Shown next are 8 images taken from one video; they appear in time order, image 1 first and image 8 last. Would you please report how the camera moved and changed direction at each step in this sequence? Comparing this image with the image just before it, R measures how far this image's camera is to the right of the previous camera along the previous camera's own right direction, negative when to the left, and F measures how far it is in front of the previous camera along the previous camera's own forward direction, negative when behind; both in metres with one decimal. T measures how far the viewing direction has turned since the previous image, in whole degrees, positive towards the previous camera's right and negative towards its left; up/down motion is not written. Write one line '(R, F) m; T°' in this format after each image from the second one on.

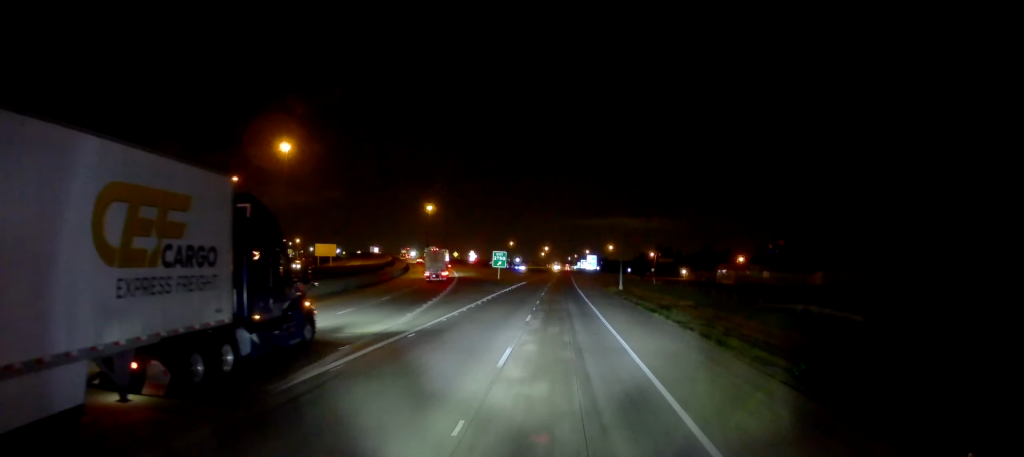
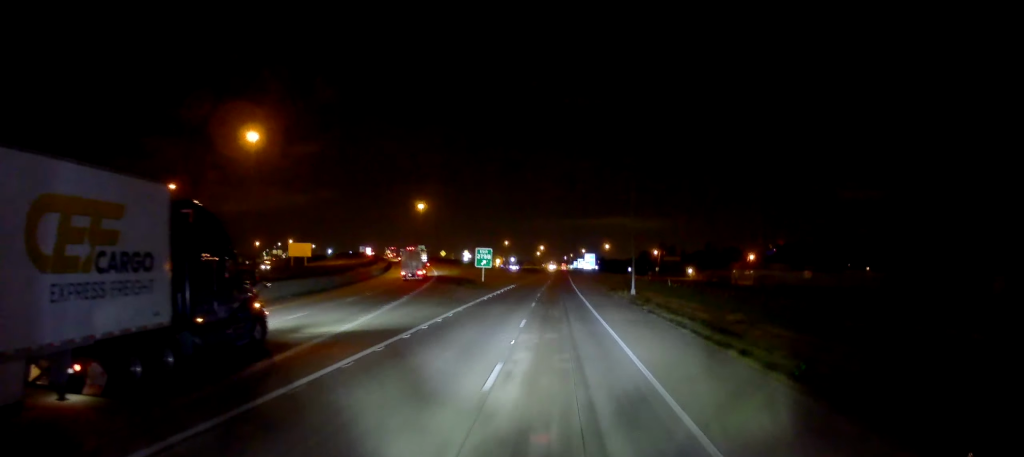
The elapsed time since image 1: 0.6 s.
(-0.2, +14.3) m; +1°
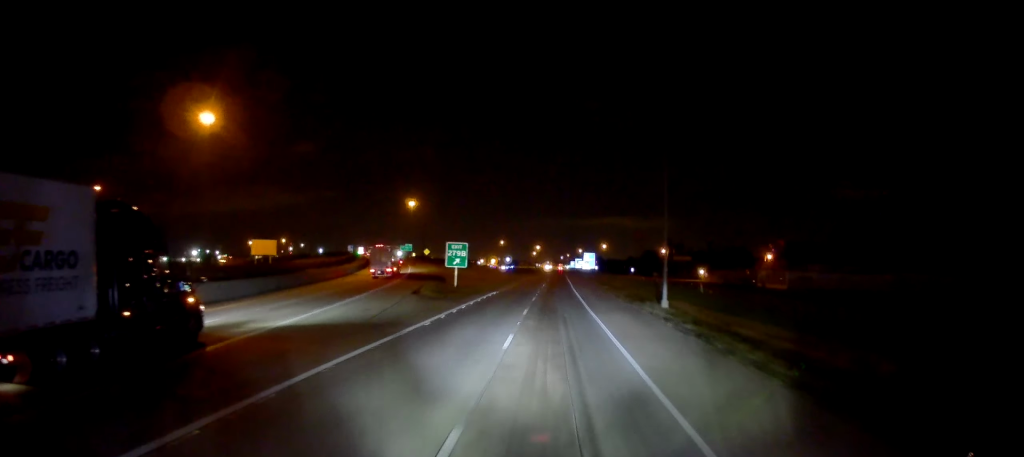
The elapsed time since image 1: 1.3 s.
(+0.6, +18.2) m; -1°
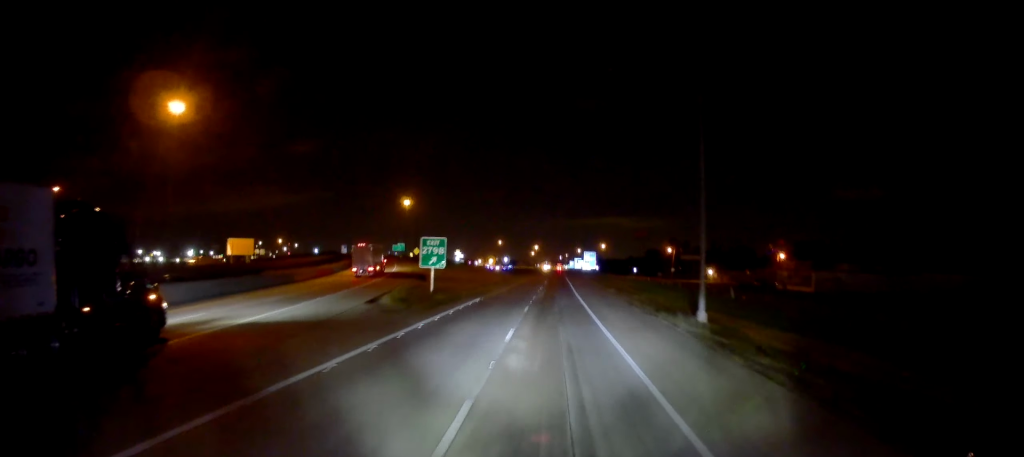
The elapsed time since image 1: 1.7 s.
(+0.3, +10.7) m; -1°
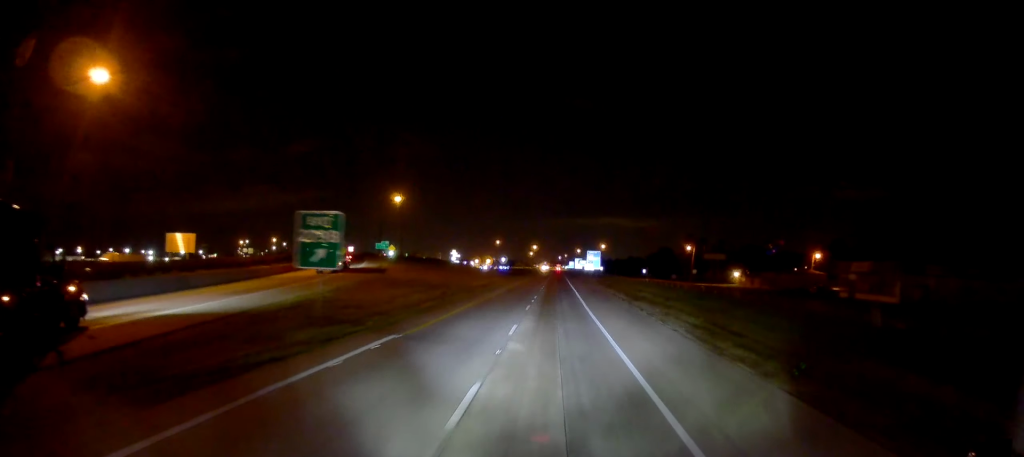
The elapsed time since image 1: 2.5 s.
(-1.1, +22.3) m; -2°
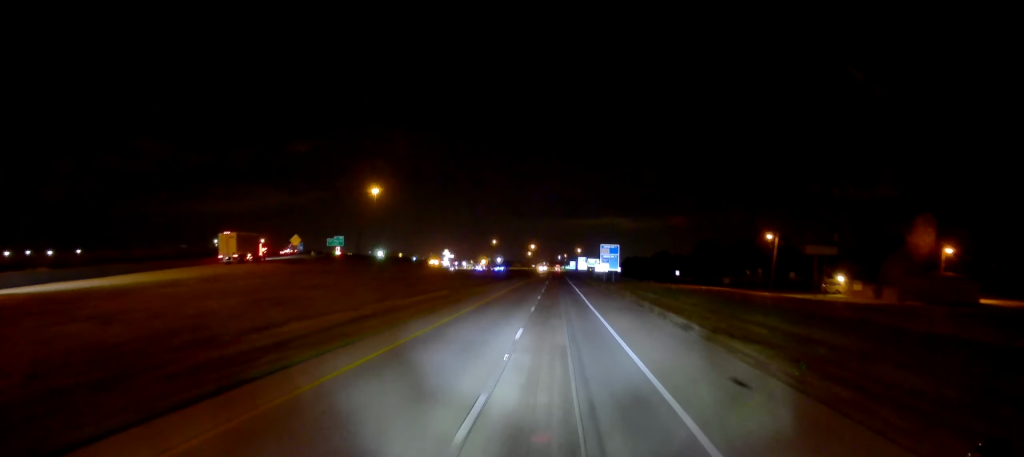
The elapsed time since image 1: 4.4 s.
(+1.0, +50.0) m; 0°
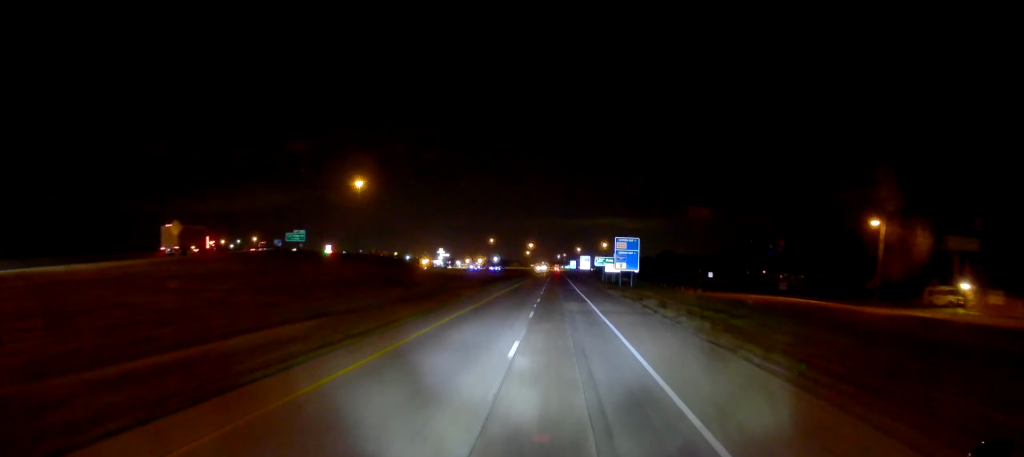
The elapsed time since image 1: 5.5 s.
(-0.9, +28.8) m; -2°
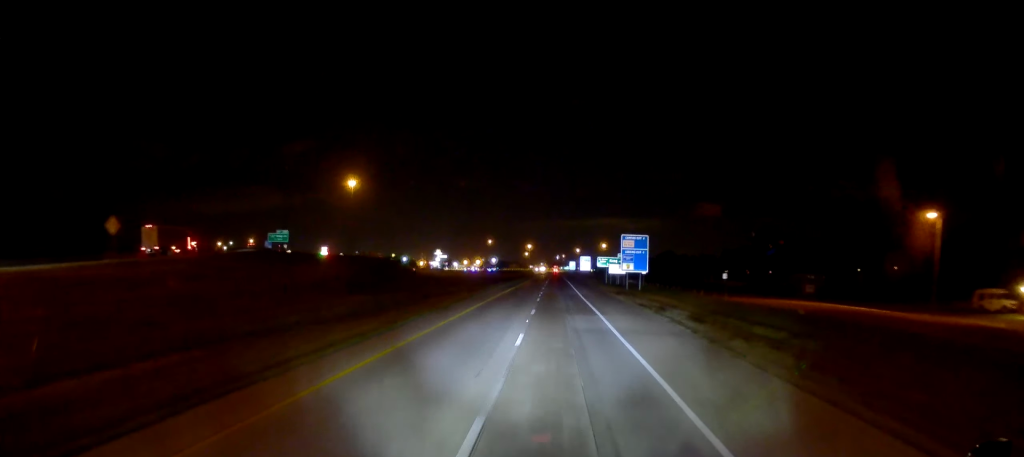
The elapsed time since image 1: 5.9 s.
(+0.1, +10.5) m; +1°
